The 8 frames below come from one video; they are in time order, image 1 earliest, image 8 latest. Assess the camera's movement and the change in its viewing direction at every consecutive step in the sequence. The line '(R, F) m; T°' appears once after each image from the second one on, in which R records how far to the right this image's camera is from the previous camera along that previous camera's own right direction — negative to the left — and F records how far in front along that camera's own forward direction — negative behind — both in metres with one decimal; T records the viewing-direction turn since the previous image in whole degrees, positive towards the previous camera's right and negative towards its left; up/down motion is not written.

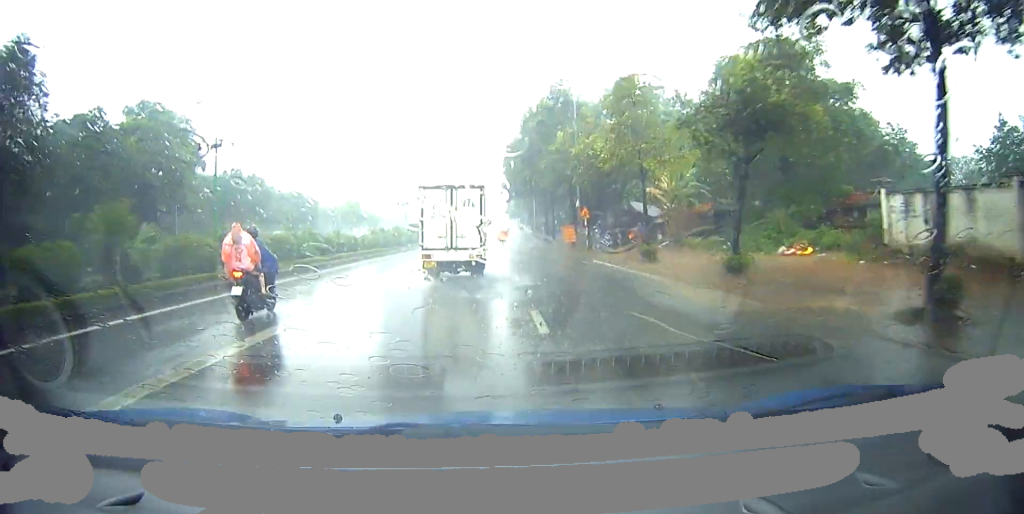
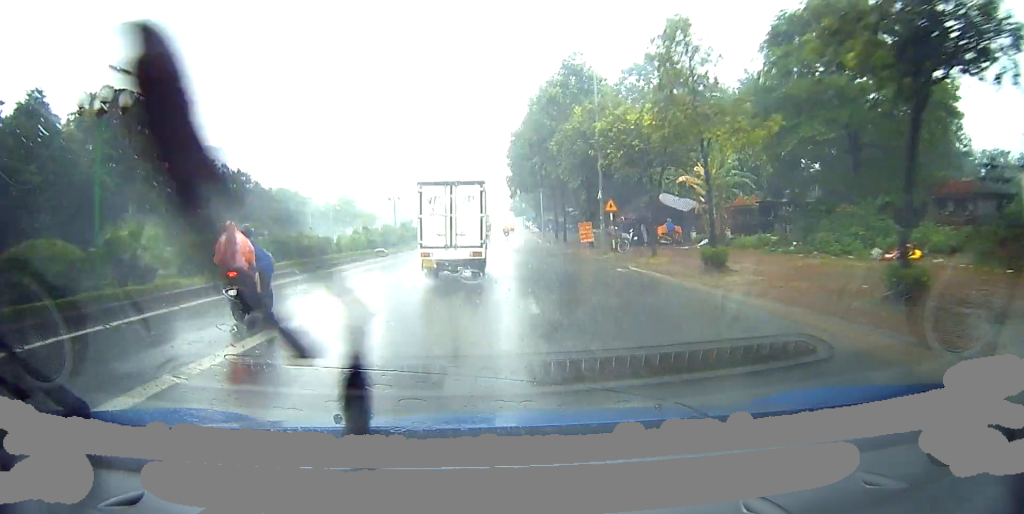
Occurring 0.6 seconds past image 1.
(-0.2, +5.7) m; -2°
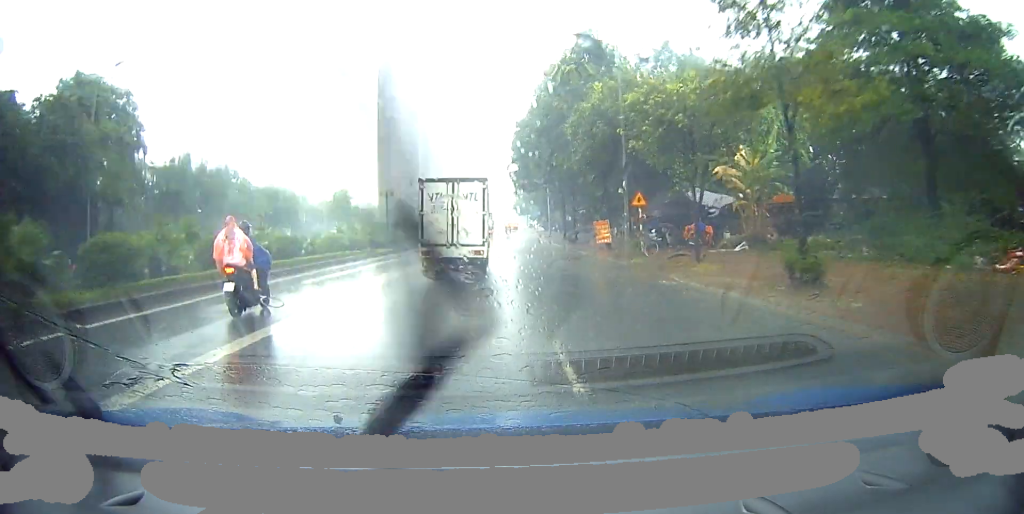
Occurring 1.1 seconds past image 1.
(-0.2, +4.0) m; -2°
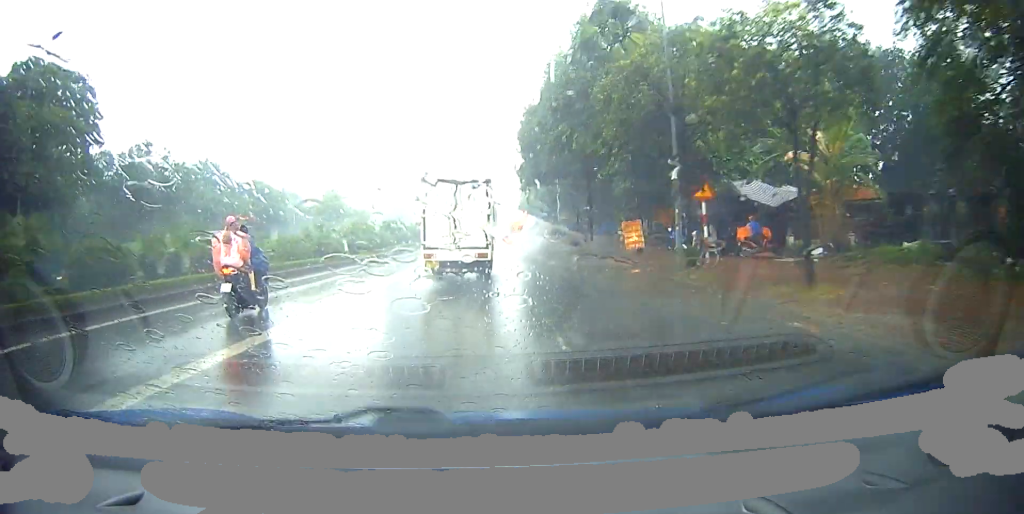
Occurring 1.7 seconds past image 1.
(-0.1, +5.9) m; -1°
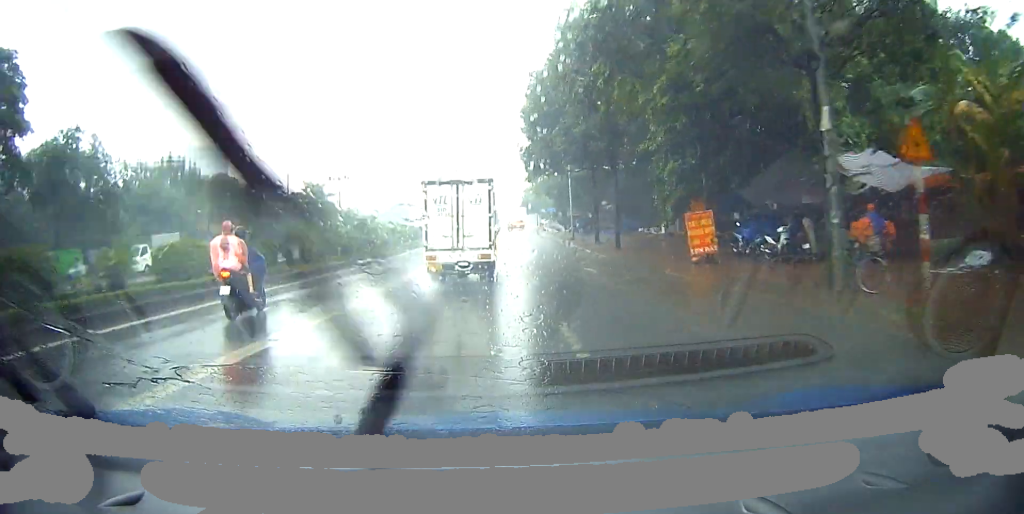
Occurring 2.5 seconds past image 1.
(0.0, +8.6) m; 0°
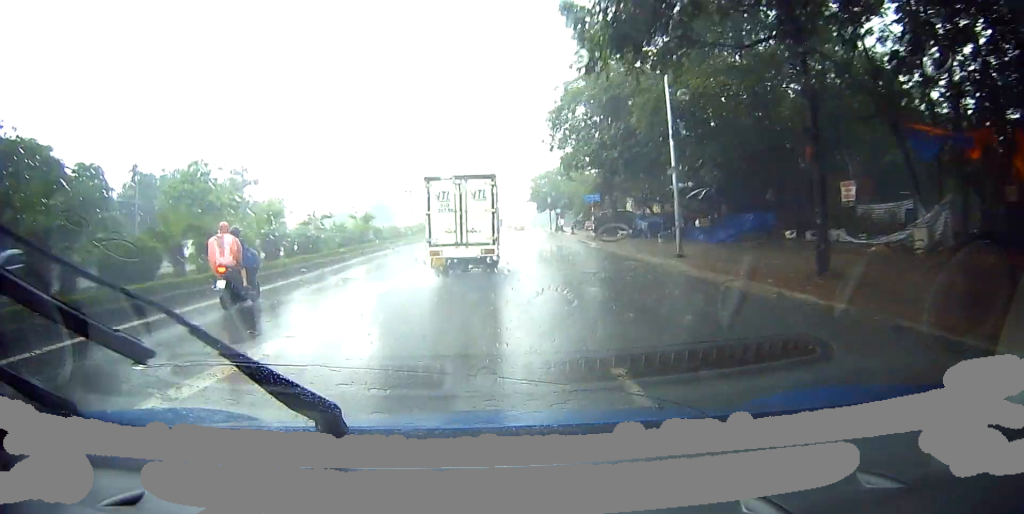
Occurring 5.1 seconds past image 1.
(+0.5, +27.6) m; +3°
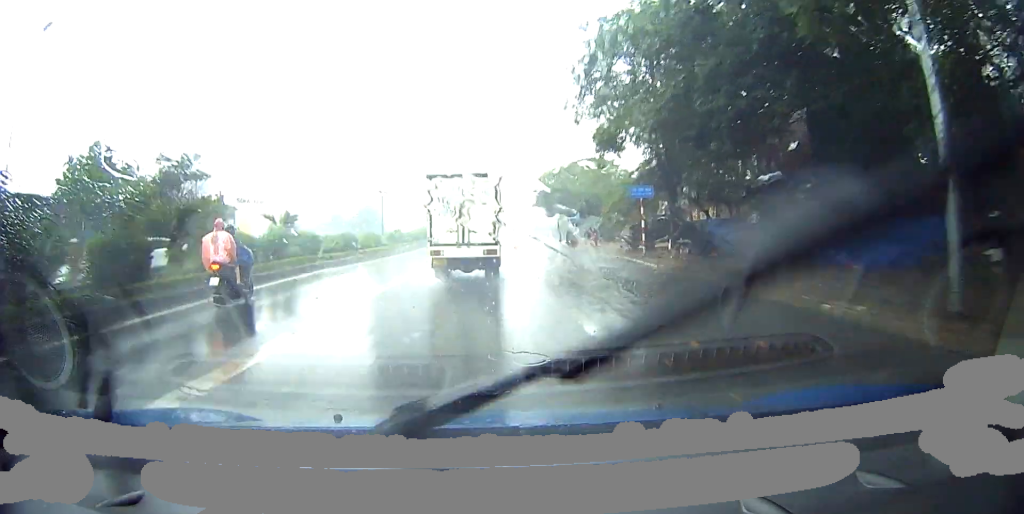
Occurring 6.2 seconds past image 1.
(0.0, +11.9) m; 0°
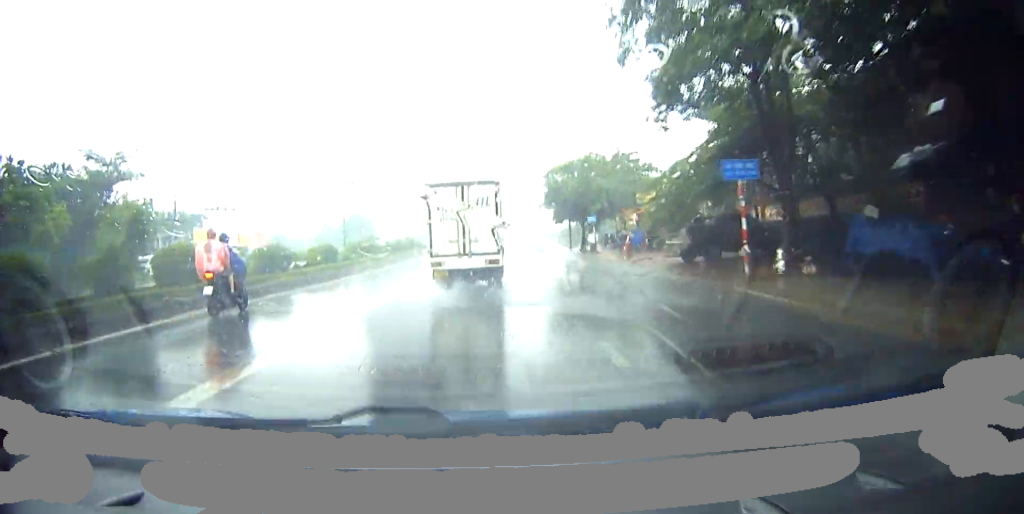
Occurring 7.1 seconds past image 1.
(0.0, +9.5) m; 0°
